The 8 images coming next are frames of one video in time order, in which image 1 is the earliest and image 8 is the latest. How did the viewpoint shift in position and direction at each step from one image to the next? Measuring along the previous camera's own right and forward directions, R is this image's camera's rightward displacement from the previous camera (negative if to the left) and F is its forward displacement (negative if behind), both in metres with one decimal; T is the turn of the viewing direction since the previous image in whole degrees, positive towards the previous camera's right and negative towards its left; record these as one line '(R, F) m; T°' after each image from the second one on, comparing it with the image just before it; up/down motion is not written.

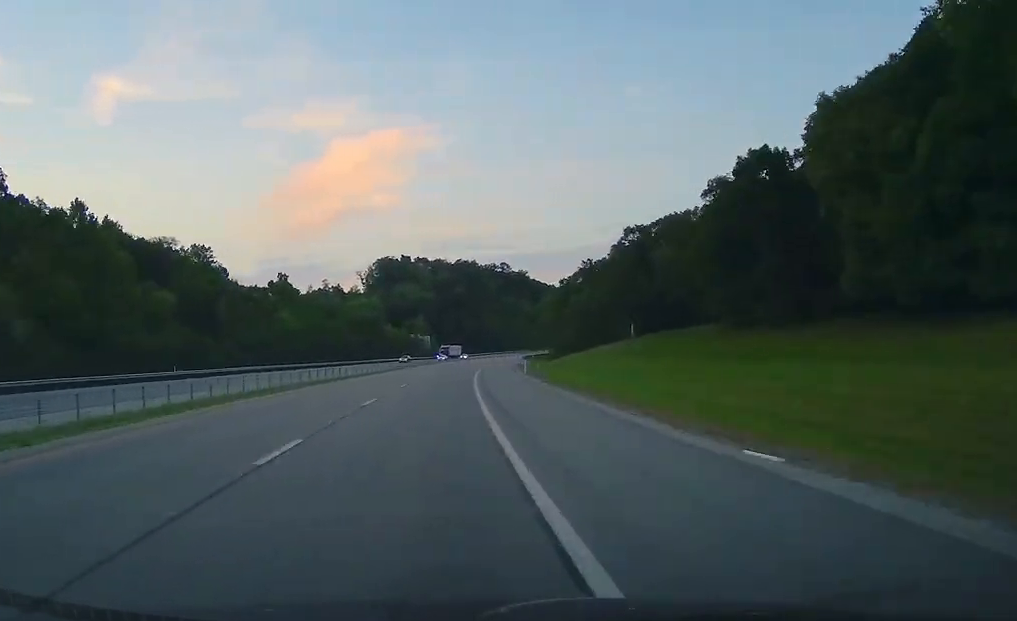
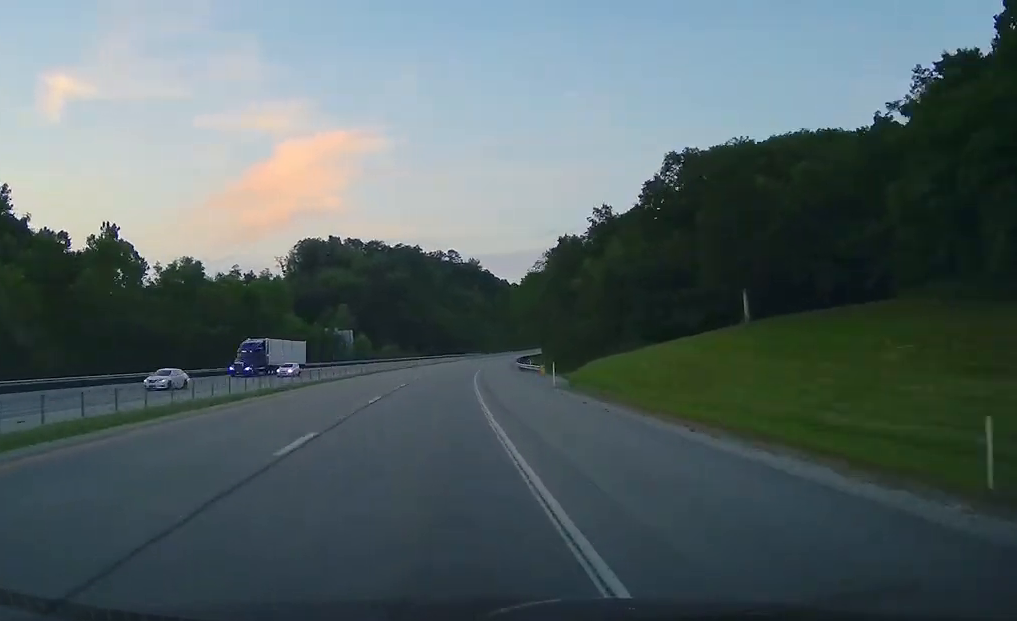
(+3.4, +72.8) m; +5°
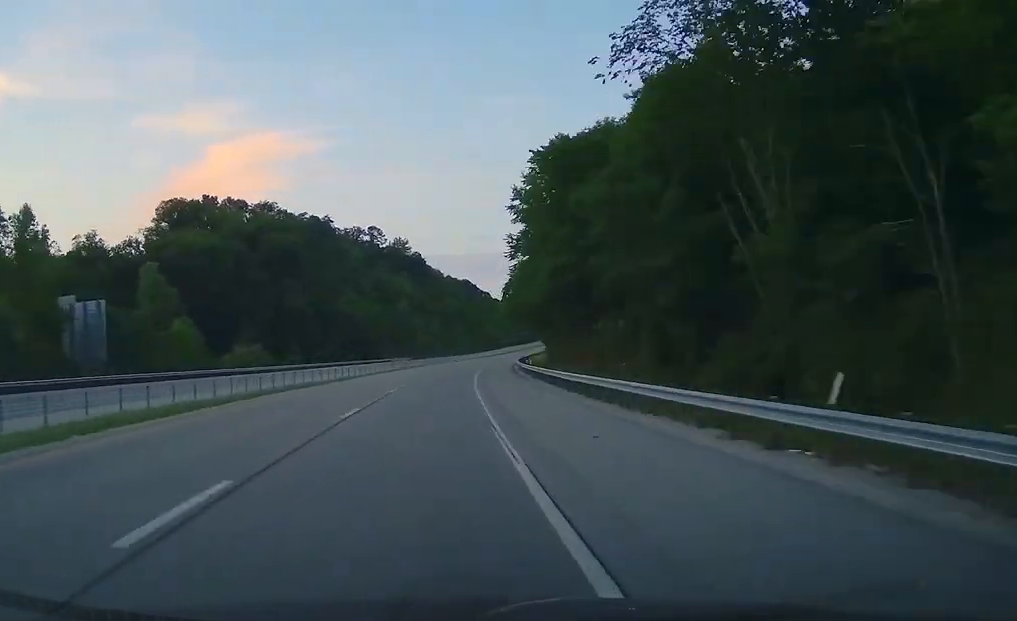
(+3.7, +91.6) m; +6°
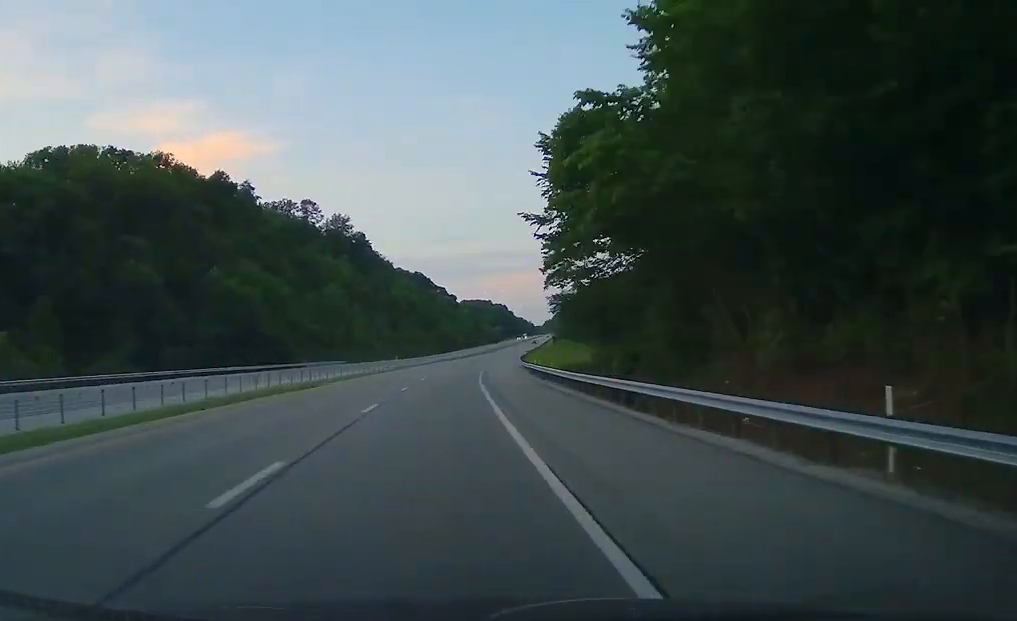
(+3.8, +60.3) m; +3°
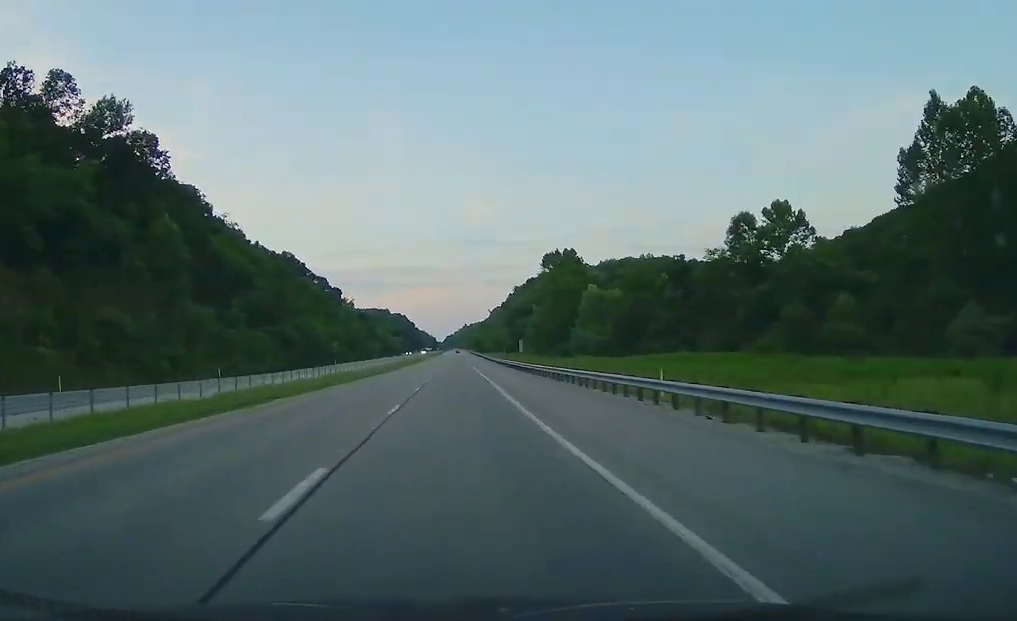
(+8.1, +135.4) m; +5°
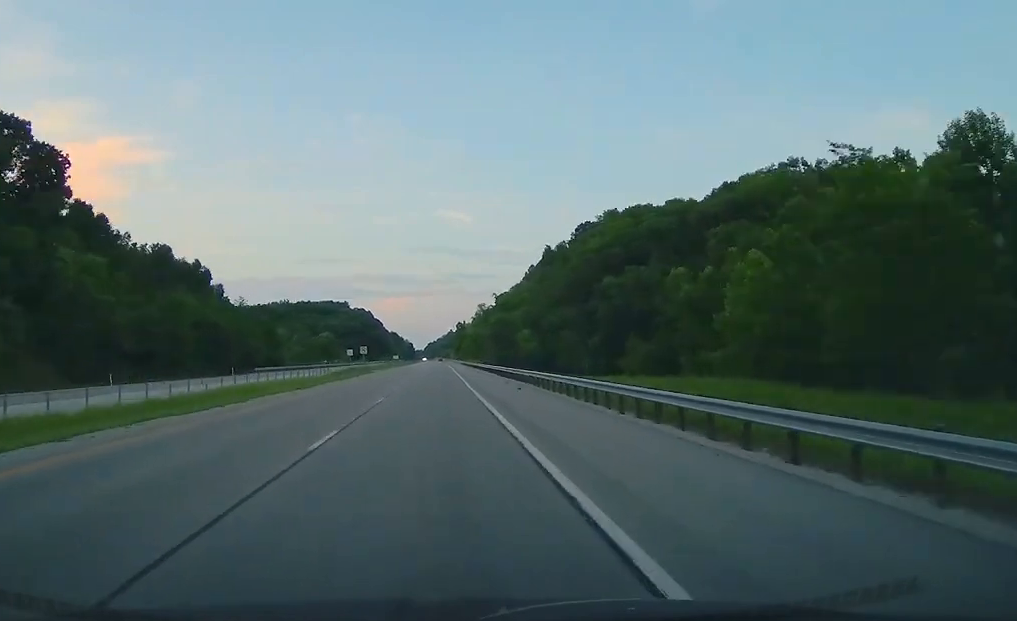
(+5.1, +250.4) m; +1°
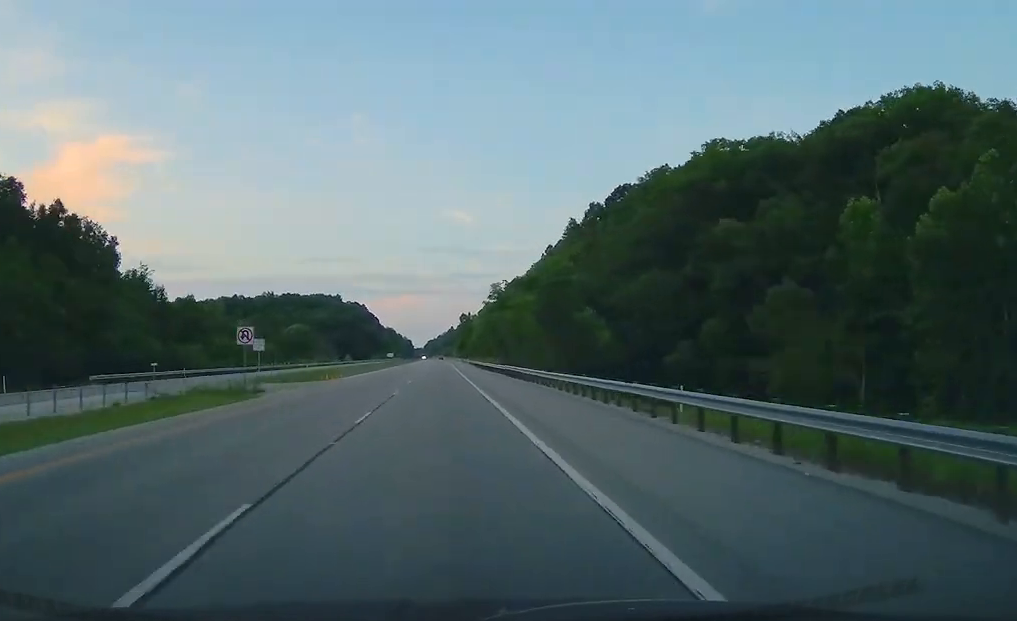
(-0.1, +56.3) m; 0°
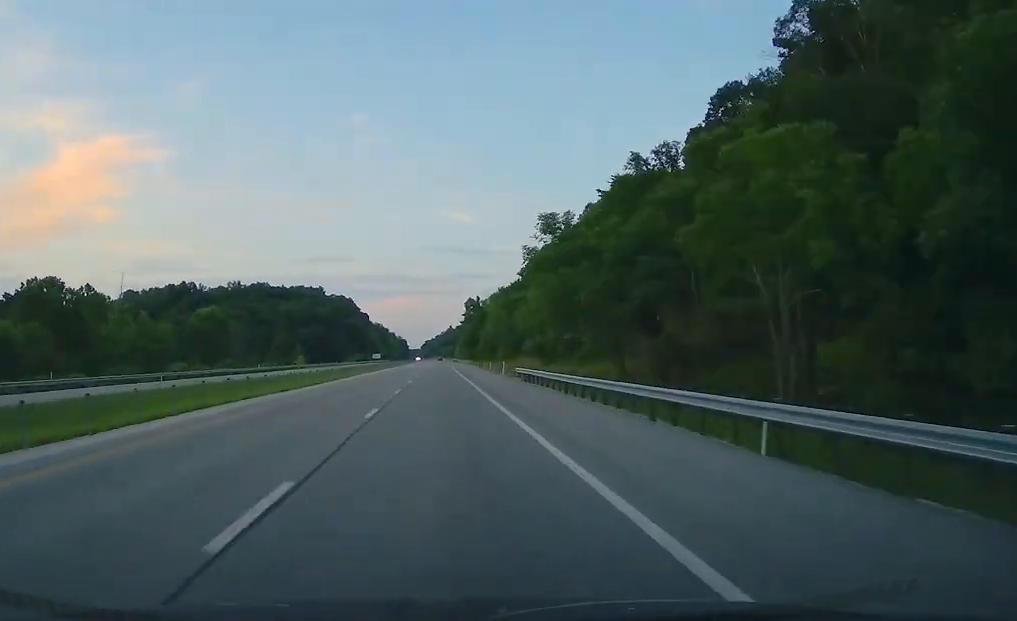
(-0.2, +84.5) m; 0°
